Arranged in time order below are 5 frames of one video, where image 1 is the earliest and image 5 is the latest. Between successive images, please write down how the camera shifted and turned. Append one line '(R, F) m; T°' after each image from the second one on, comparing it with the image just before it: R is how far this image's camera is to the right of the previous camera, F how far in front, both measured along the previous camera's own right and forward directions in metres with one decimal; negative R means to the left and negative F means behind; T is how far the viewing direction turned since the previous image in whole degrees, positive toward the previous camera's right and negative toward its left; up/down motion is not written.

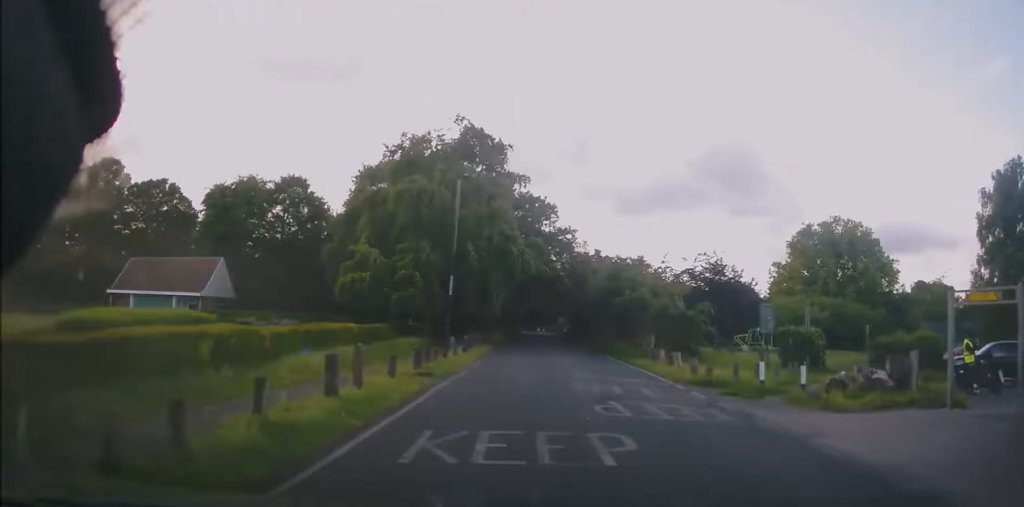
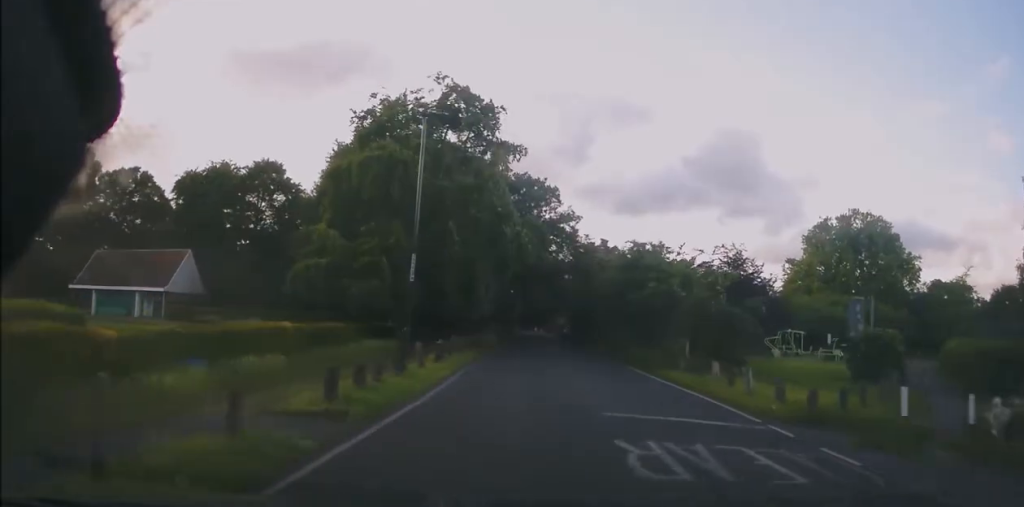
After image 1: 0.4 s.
(0.0, +6.7) m; 0°
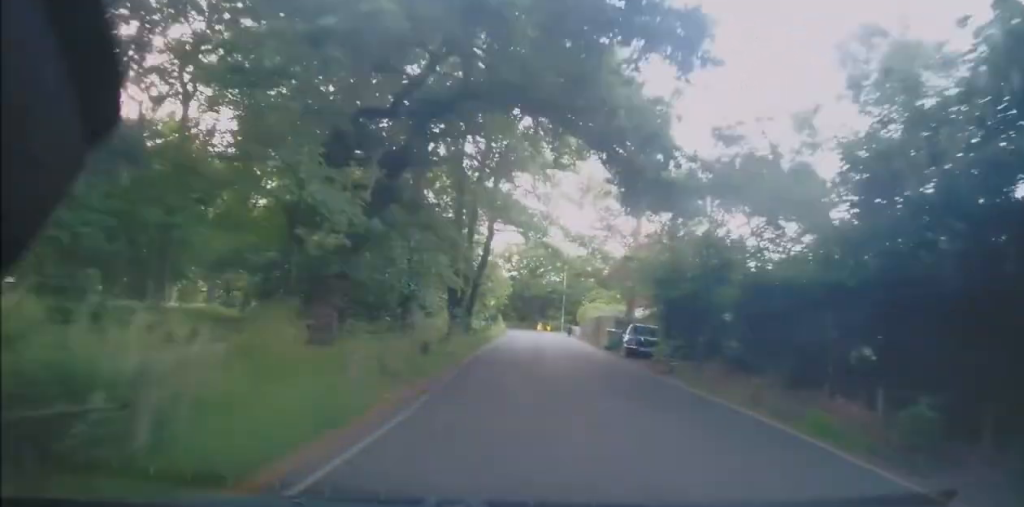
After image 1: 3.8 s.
(+1.1, +49.3) m; +1°
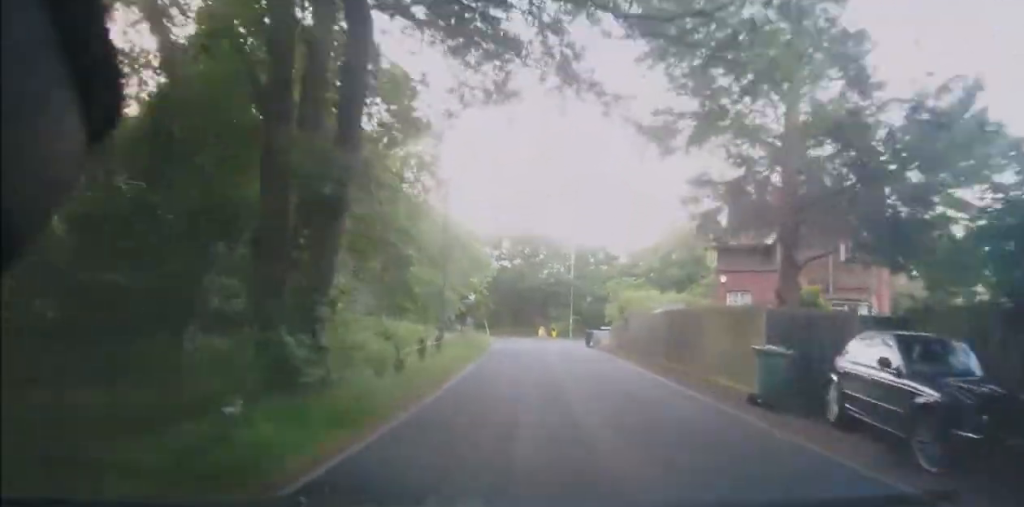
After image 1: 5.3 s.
(-0.1, +21.4) m; +2°
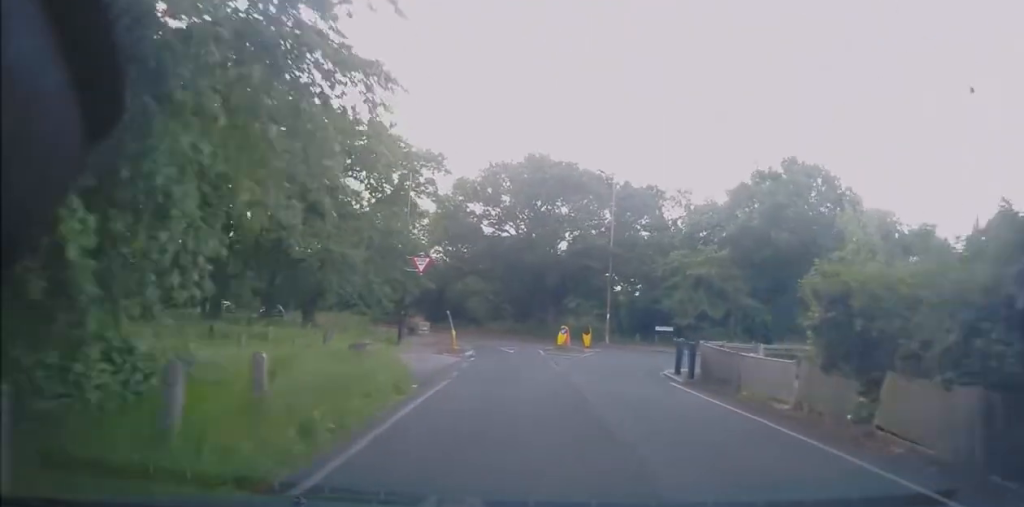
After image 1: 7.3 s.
(+0.2, +24.4) m; -3°
